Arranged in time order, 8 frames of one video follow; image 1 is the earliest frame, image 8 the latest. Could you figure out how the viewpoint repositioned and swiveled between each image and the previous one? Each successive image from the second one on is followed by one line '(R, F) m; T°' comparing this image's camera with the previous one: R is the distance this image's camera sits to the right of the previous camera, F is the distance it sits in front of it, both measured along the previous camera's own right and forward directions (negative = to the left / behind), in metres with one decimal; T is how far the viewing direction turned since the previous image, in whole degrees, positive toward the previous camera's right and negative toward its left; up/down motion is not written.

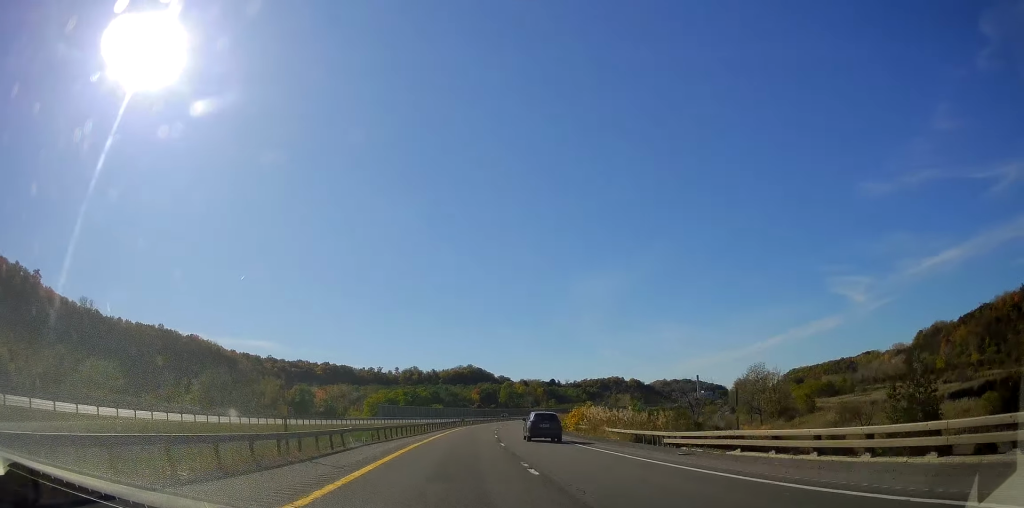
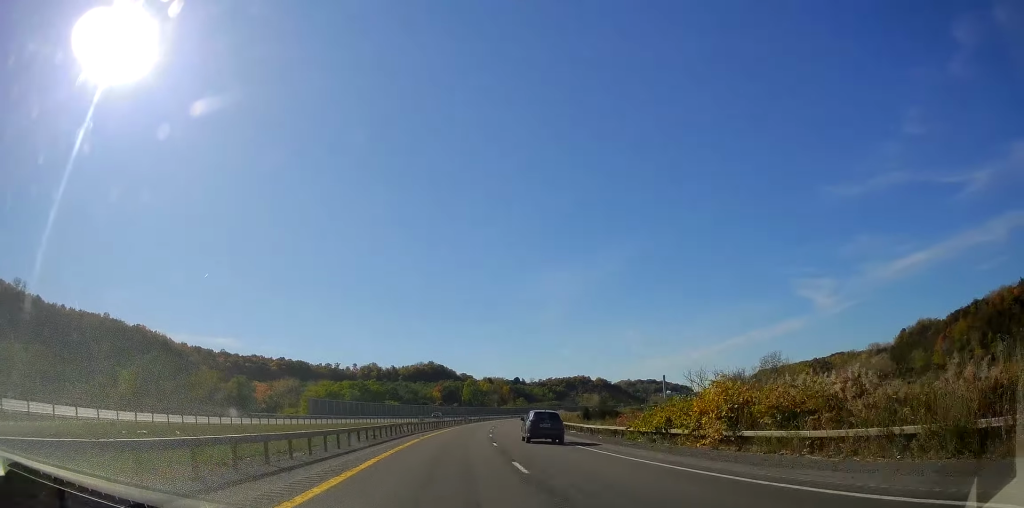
(+0.5, +36.1) m; +3°
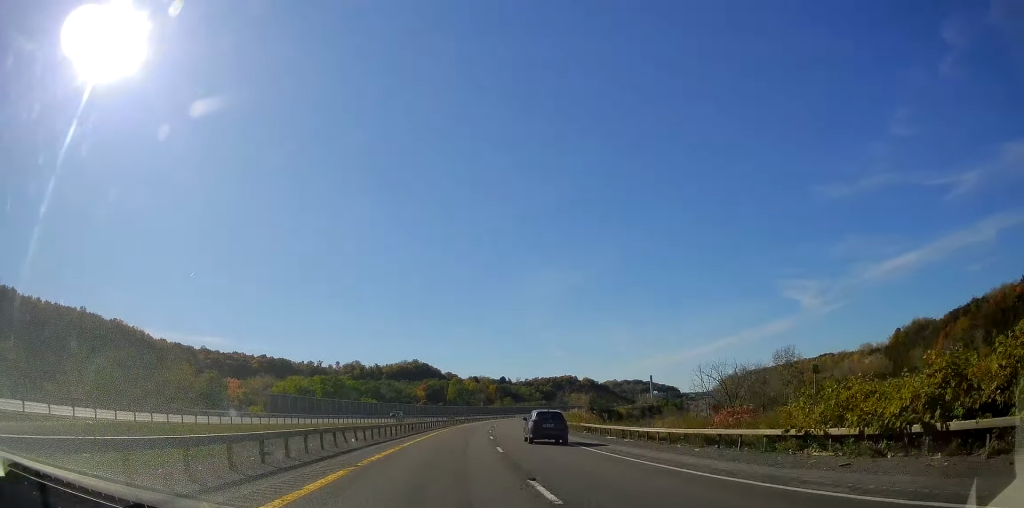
(+0.2, +16.6) m; +2°
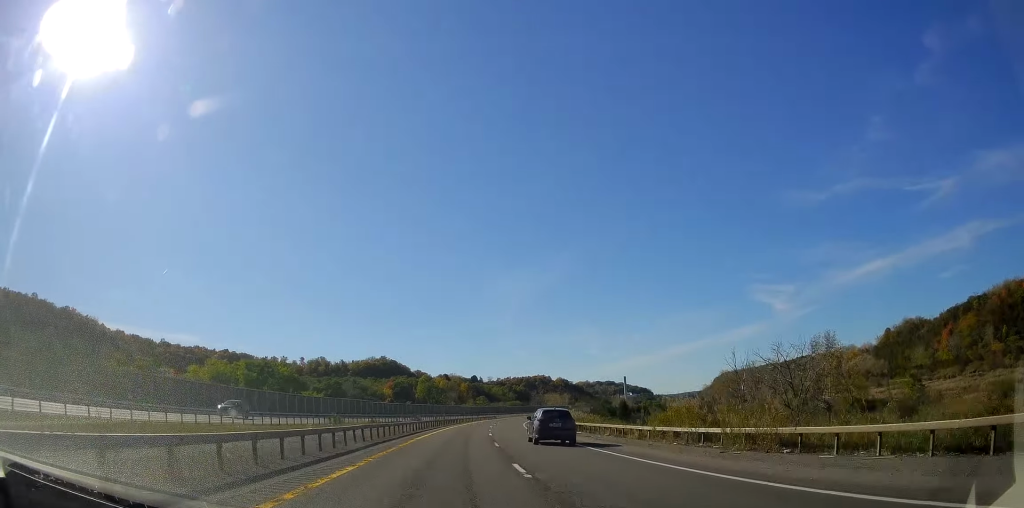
(+1.8, +33.2) m; +5°
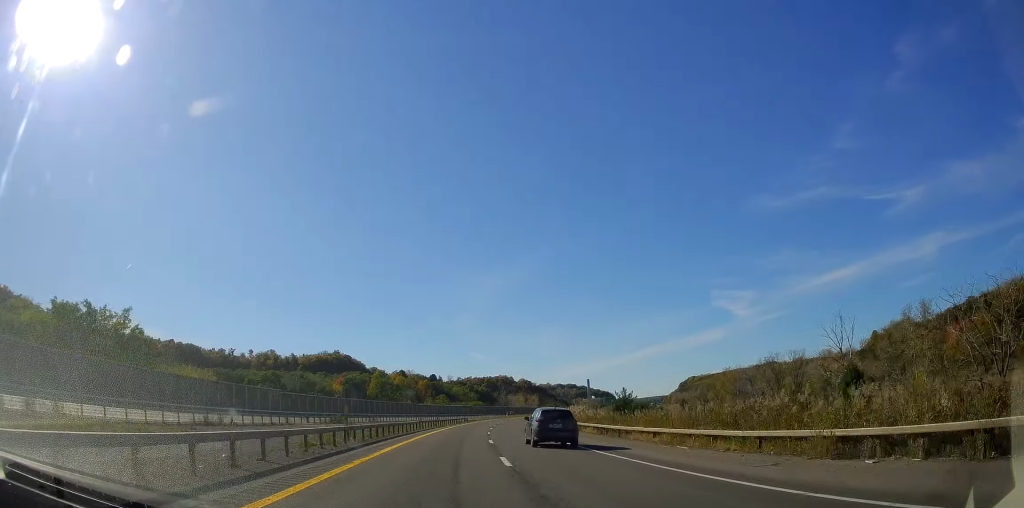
(+1.0, +45.9) m; +3°
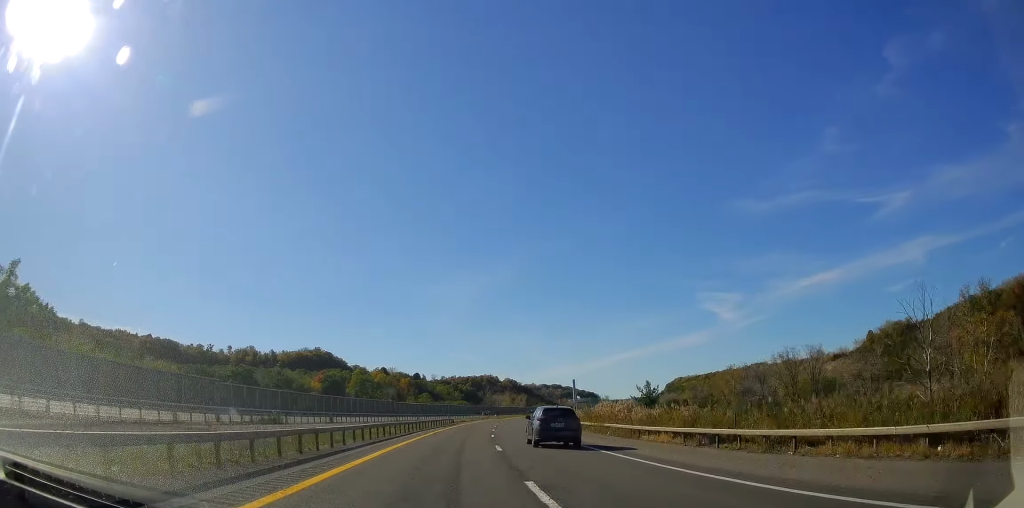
(+0.4, +18.5) m; +1°
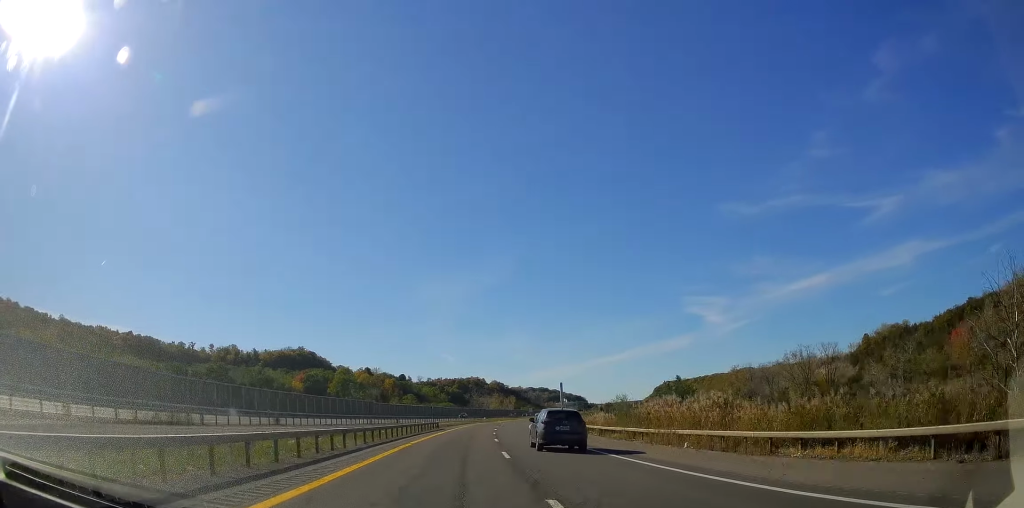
(+0.1, +14.6) m; +1°
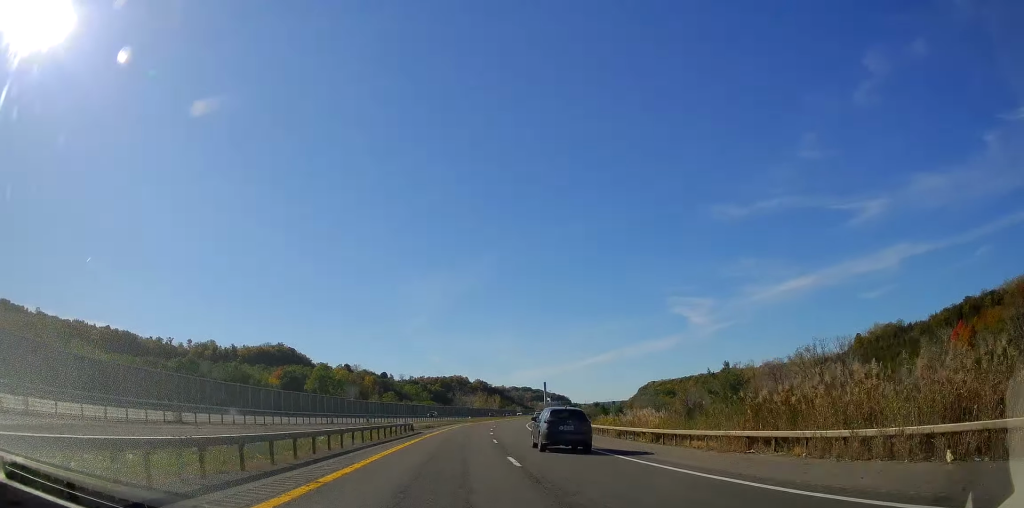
(0.0, +14.8) m; +2°
